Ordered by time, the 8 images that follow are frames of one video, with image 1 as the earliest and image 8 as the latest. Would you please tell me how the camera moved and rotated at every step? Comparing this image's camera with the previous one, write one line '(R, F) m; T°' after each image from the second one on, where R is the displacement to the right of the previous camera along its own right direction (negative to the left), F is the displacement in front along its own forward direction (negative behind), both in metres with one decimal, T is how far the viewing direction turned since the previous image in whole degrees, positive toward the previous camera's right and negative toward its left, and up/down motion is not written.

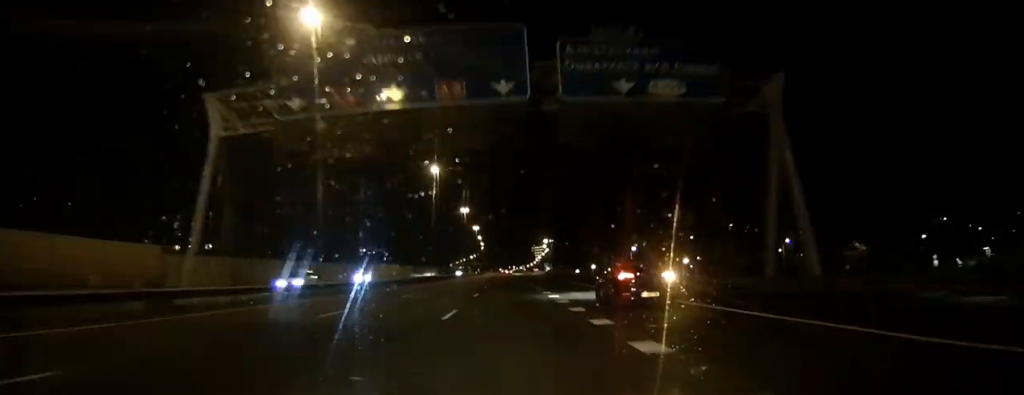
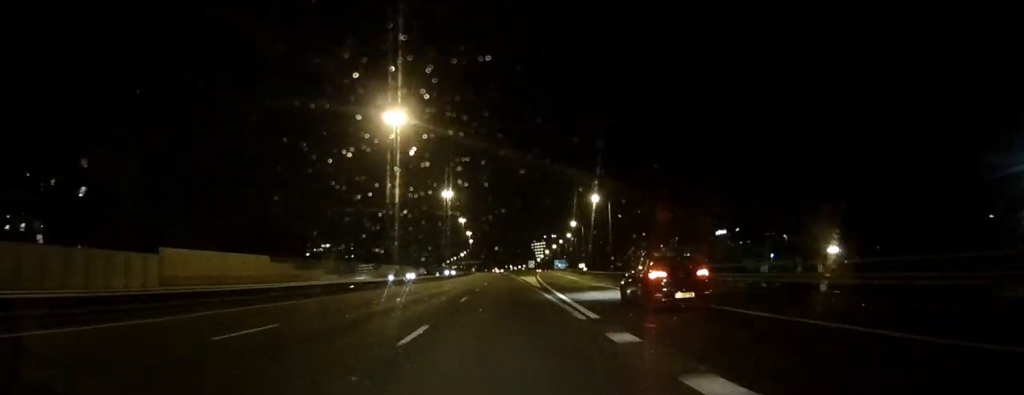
(-0.1, +91.3) m; 0°
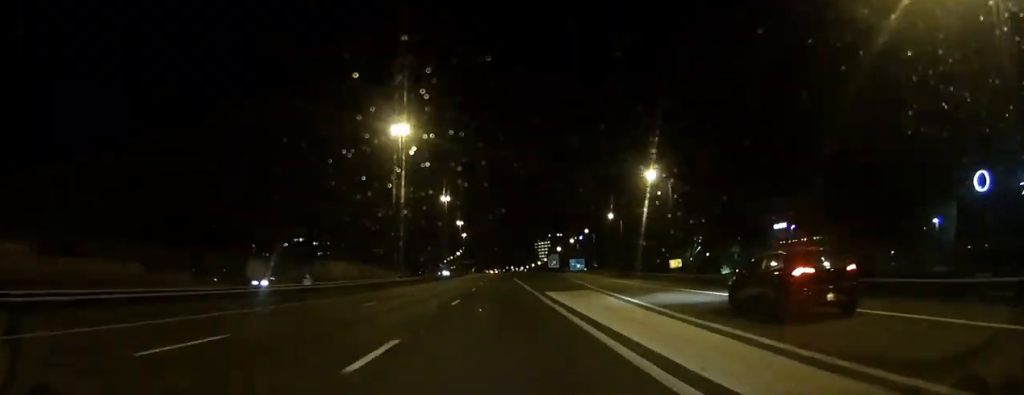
(-0.3, +62.5) m; 0°
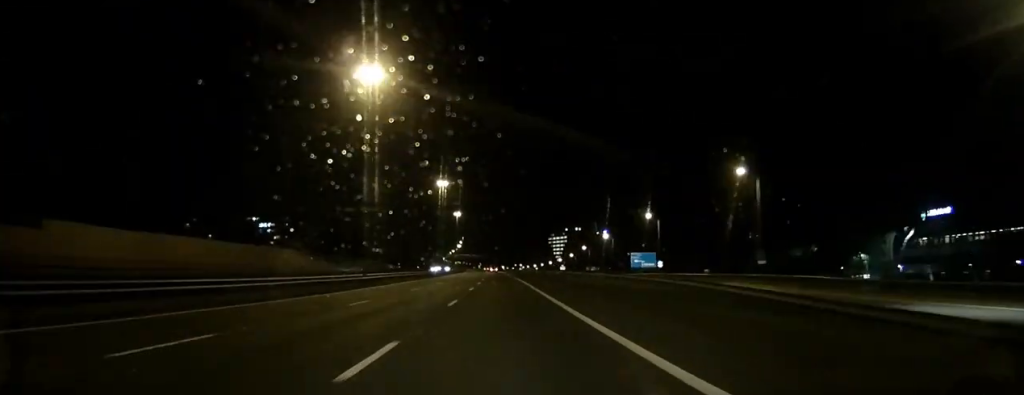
(-0.4, +79.5) m; -1°
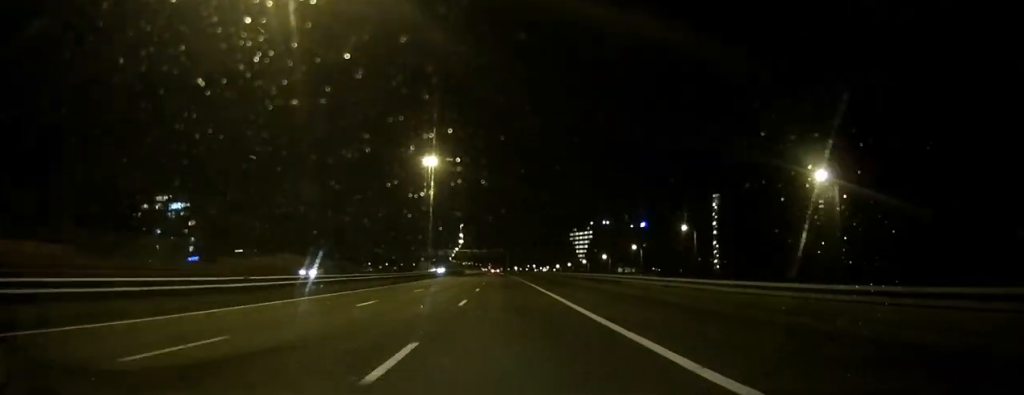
(-0.5, +57.5) m; -1°
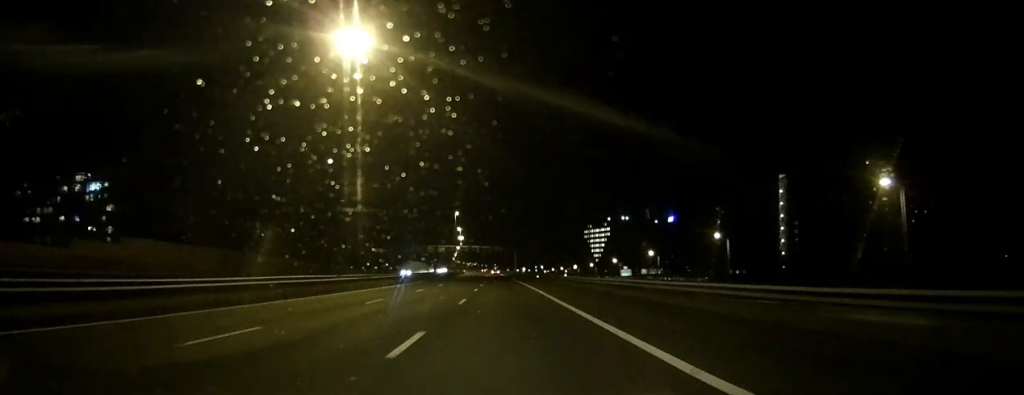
(0.0, +32.7) m; -1°
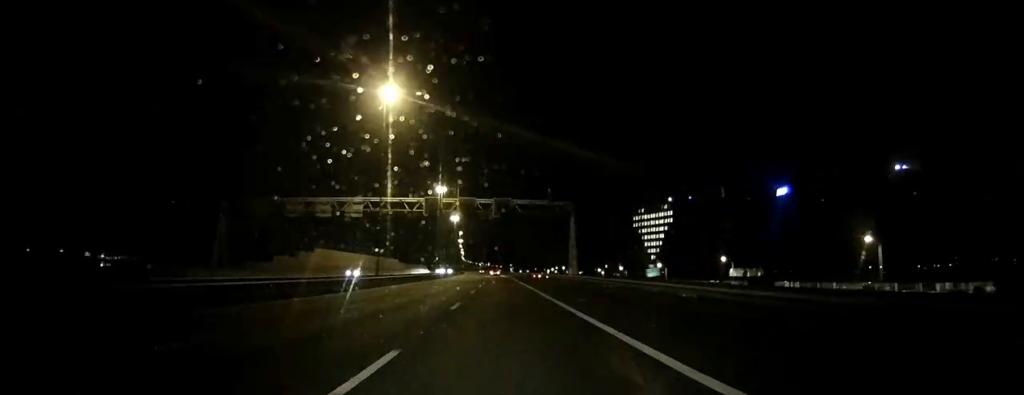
(-1.6, +77.5) m; -1°
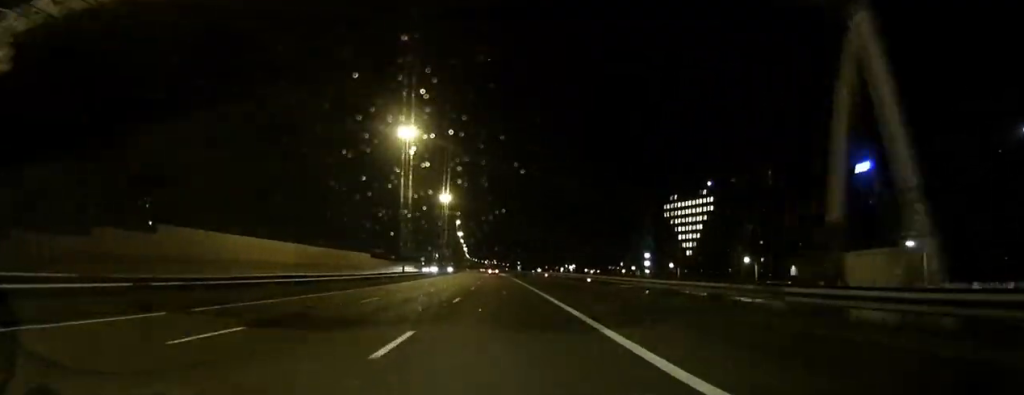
(0.0, +34.9) m; 0°
